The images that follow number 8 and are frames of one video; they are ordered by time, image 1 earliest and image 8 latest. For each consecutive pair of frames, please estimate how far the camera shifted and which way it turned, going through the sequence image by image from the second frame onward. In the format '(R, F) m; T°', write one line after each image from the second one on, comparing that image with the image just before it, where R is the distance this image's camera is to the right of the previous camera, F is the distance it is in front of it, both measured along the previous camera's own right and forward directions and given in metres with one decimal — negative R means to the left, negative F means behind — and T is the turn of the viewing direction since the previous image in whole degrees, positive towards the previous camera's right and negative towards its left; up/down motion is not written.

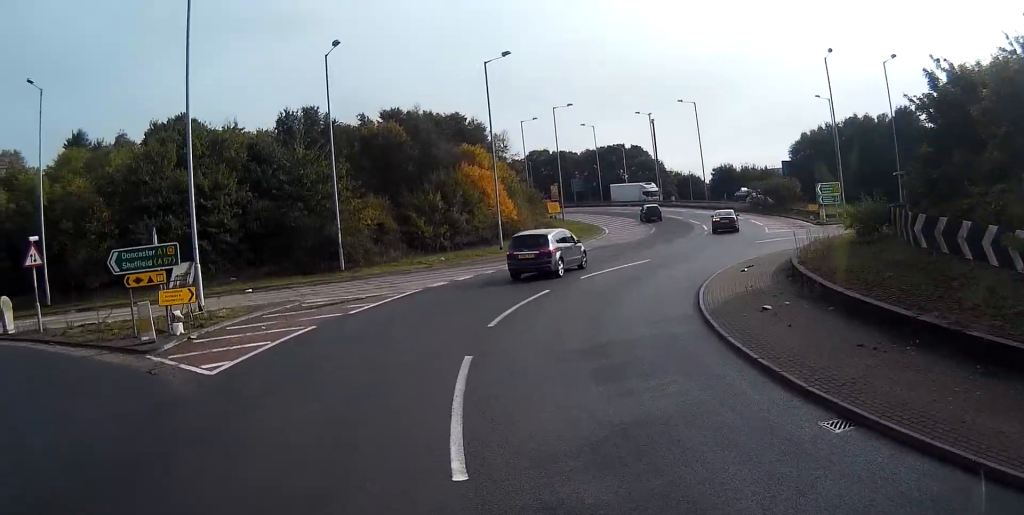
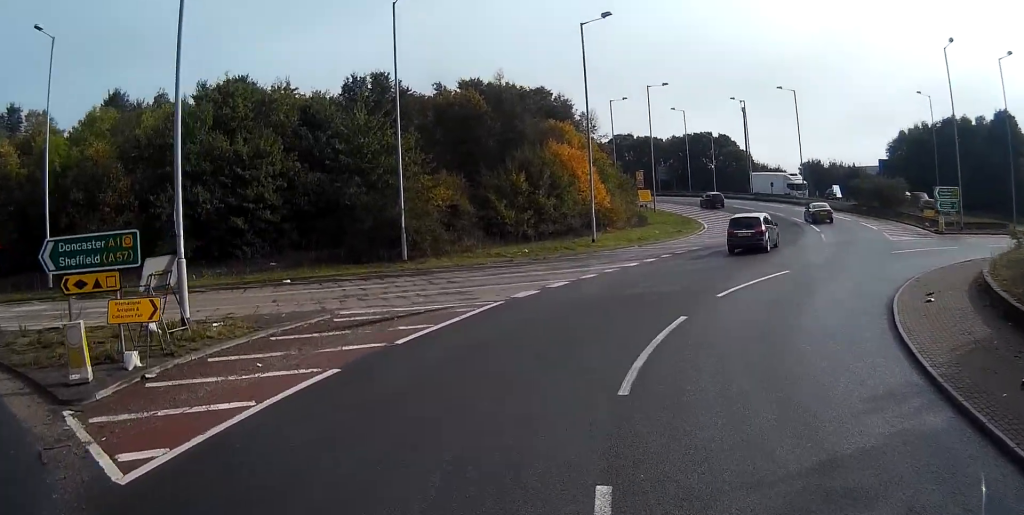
(0.0, +6.2) m; +3°
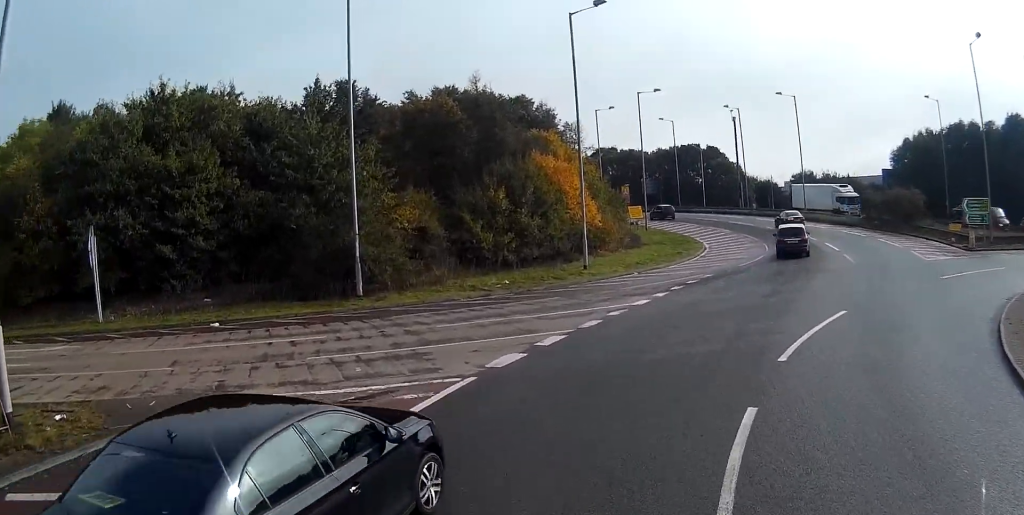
(+0.3, +5.6) m; +5°
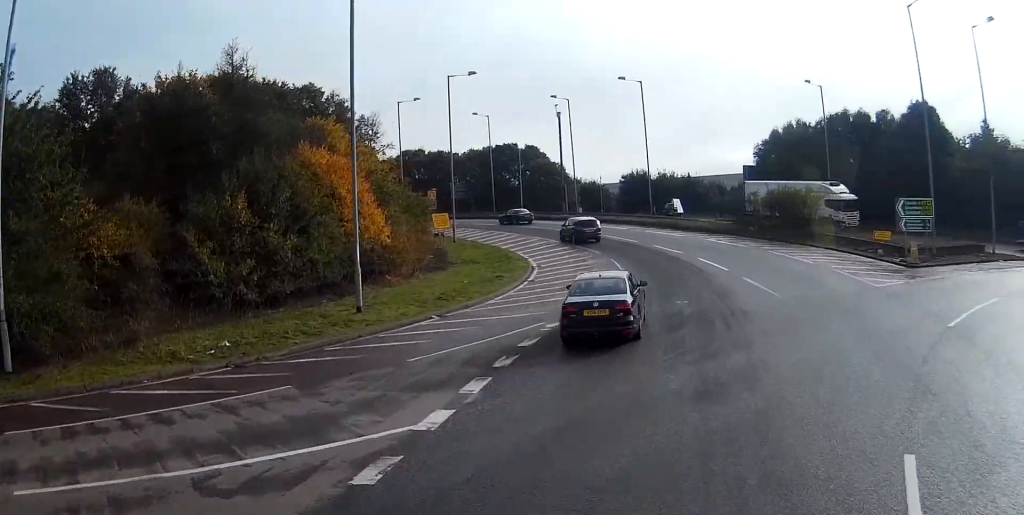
(+1.2, +10.9) m; +14°
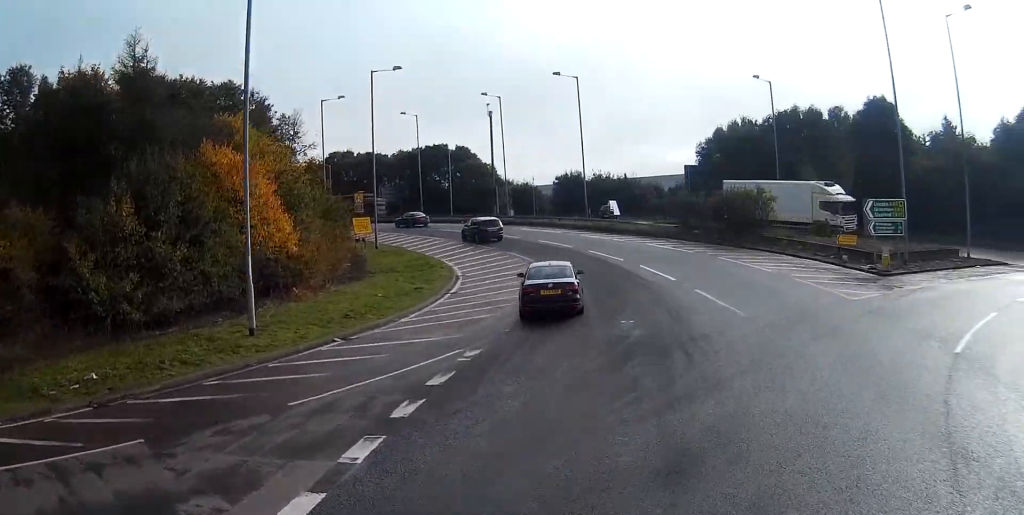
(+0.3, +3.1) m; +2°
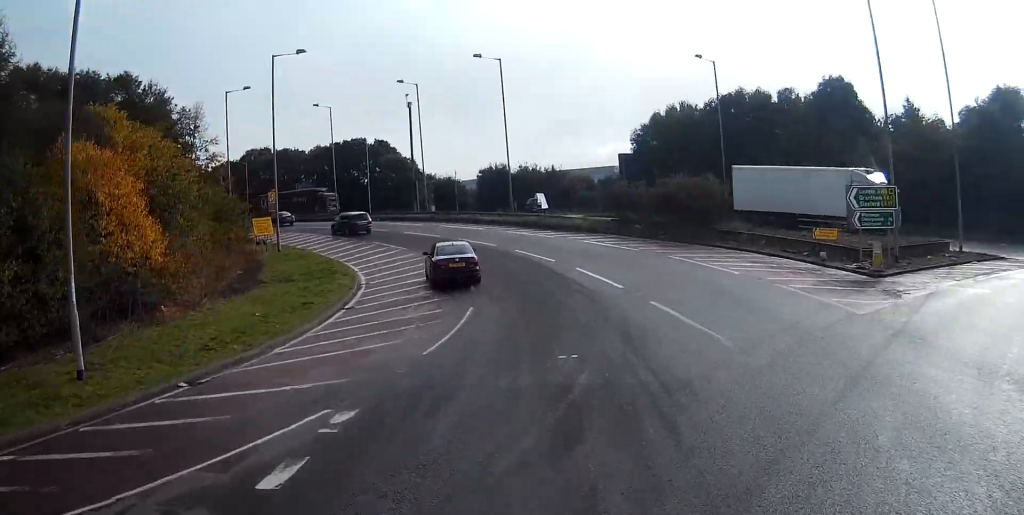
(+0.2, +4.8) m; +1°
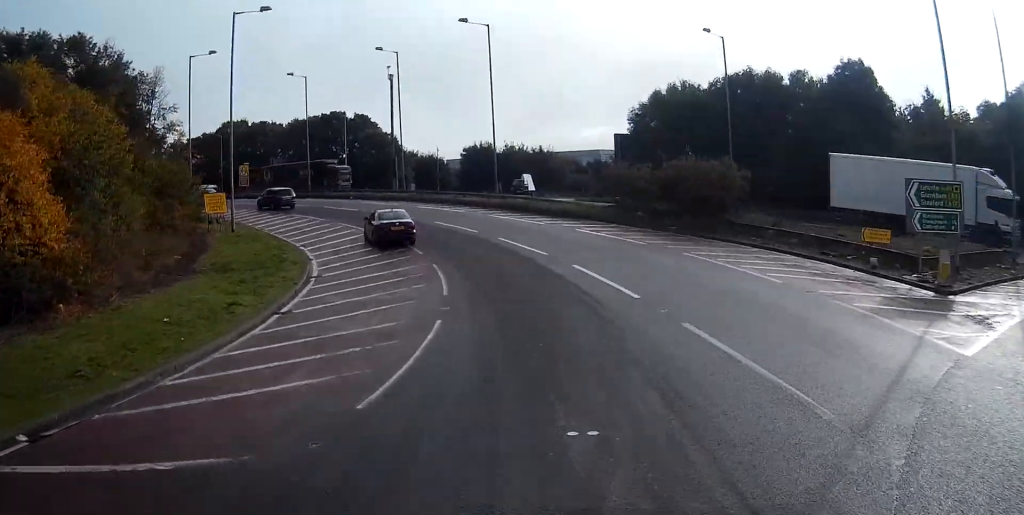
(-0.1, +4.9) m; -1°
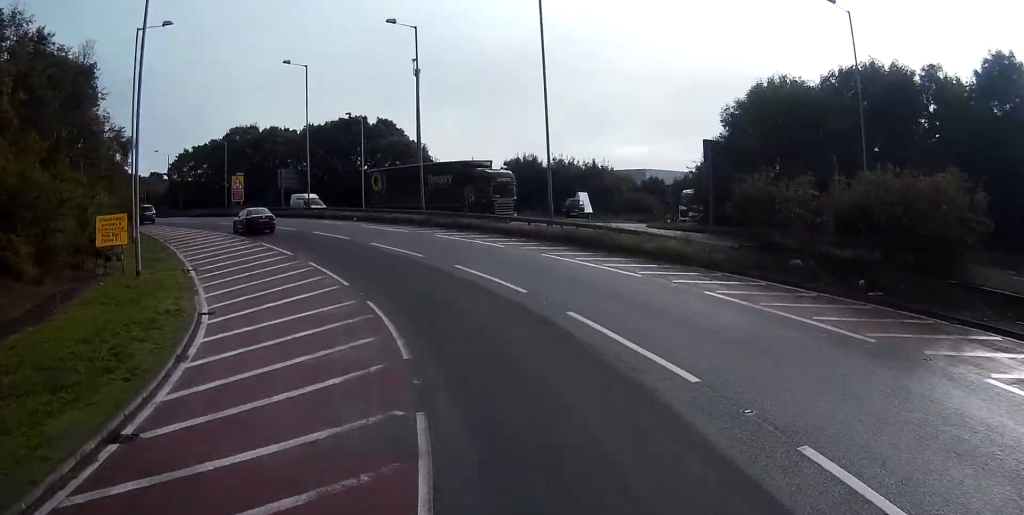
(-0.2, +15.0) m; -1°
